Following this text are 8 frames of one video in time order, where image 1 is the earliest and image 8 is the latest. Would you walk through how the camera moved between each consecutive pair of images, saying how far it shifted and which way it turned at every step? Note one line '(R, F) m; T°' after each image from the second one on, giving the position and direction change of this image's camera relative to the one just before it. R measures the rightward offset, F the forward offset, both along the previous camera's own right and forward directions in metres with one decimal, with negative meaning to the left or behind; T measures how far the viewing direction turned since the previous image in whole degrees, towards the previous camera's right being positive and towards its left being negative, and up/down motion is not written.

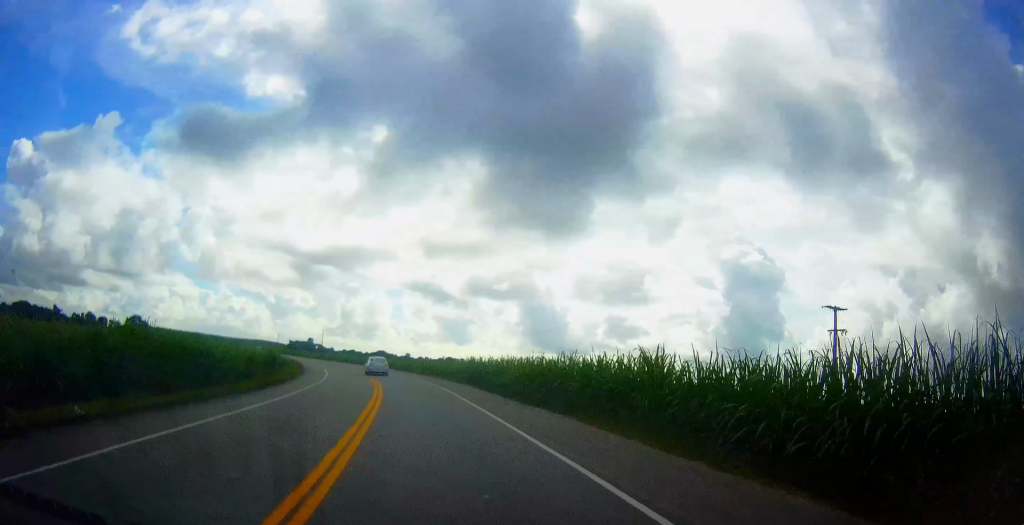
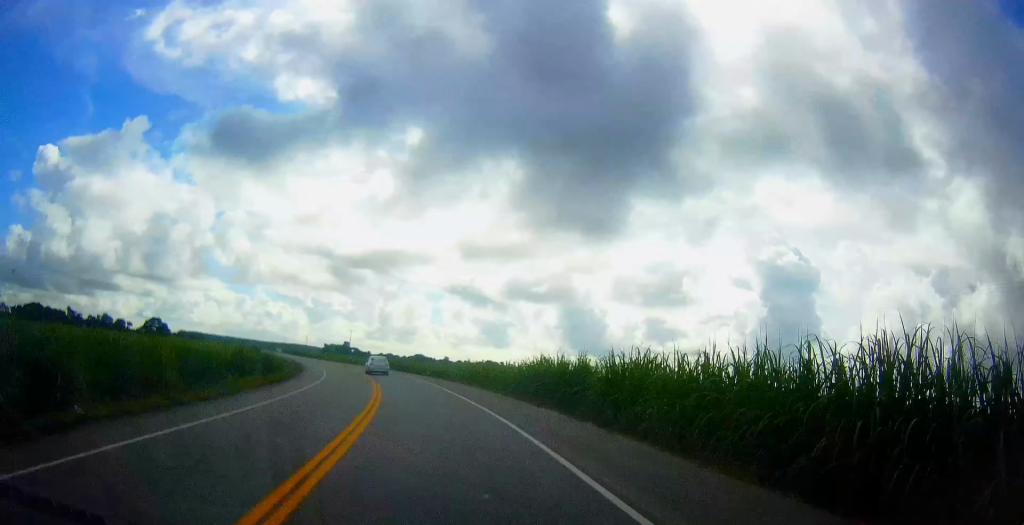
(-0.3, +17.3) m; -2°
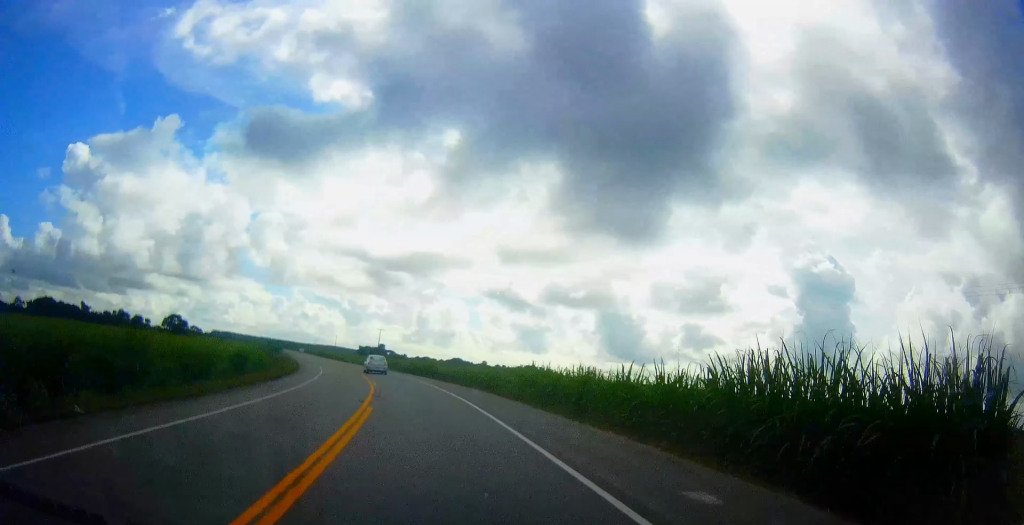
(-0.3, +17.1) m; -3°
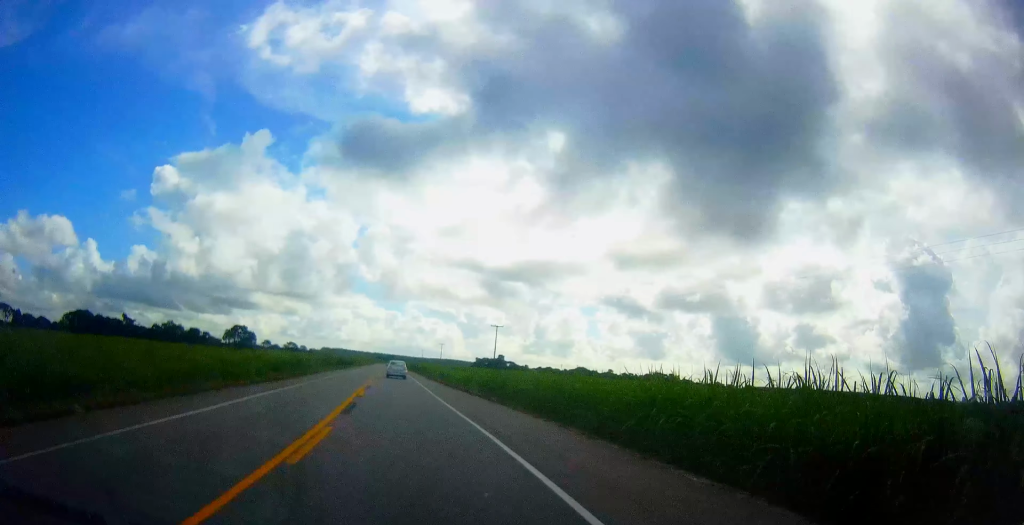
(-4.4, +50.9) m; -12°
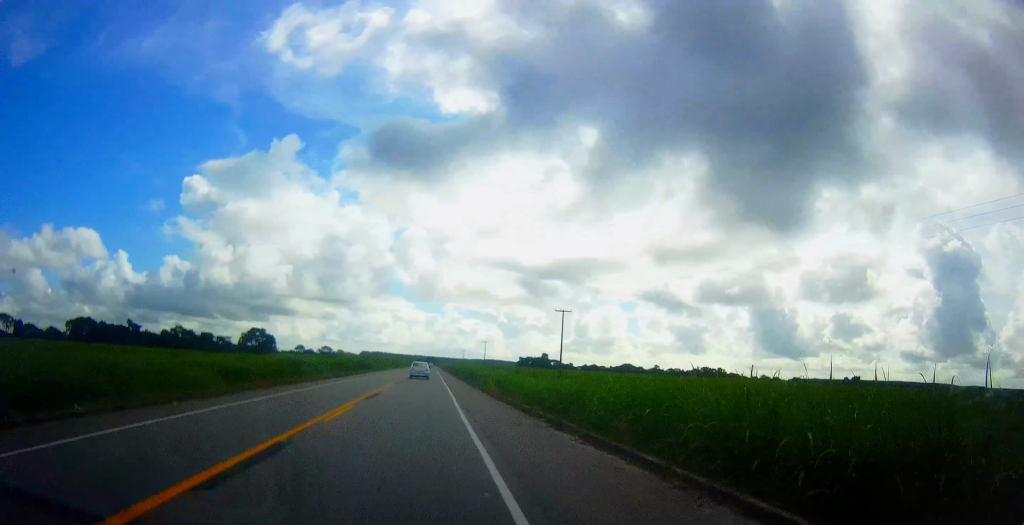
(-1.3, +23.0) m; -6°
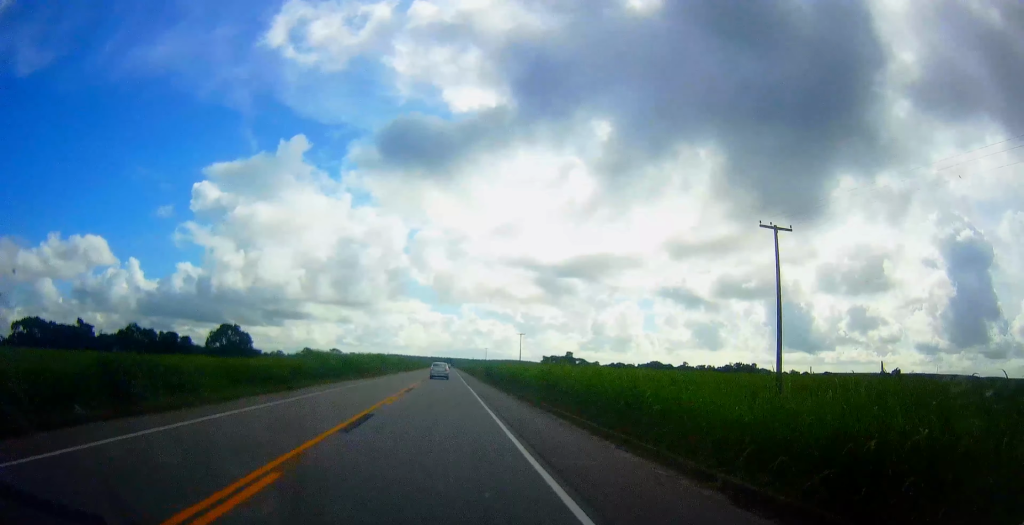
(-2.9, +40.9) m; -7°
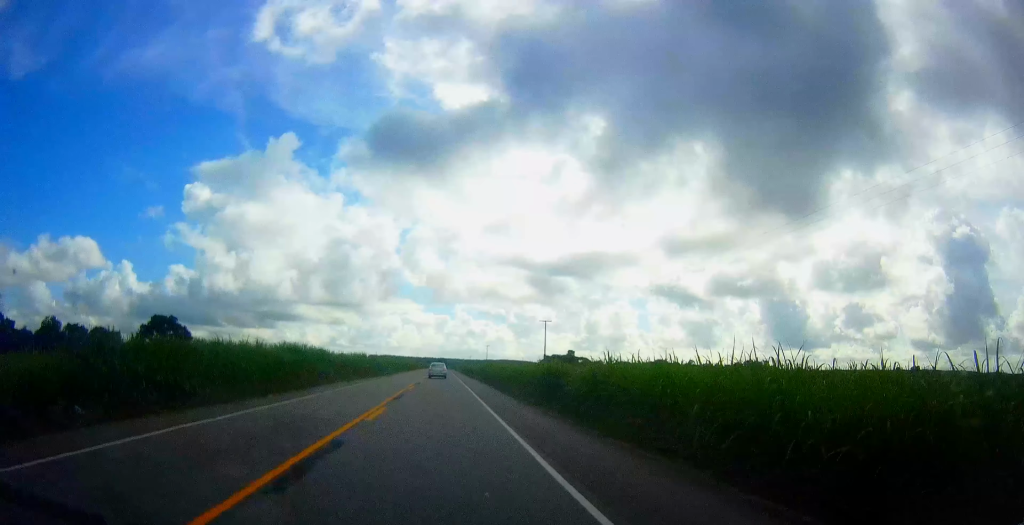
(-1.9, +36.5) m; -4°
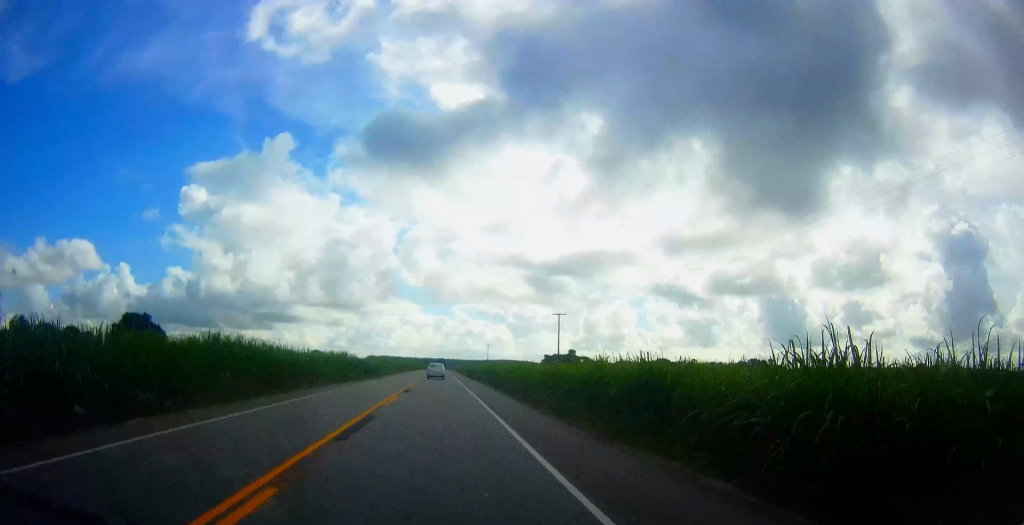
(+0.2, +11.7) m; +1°
